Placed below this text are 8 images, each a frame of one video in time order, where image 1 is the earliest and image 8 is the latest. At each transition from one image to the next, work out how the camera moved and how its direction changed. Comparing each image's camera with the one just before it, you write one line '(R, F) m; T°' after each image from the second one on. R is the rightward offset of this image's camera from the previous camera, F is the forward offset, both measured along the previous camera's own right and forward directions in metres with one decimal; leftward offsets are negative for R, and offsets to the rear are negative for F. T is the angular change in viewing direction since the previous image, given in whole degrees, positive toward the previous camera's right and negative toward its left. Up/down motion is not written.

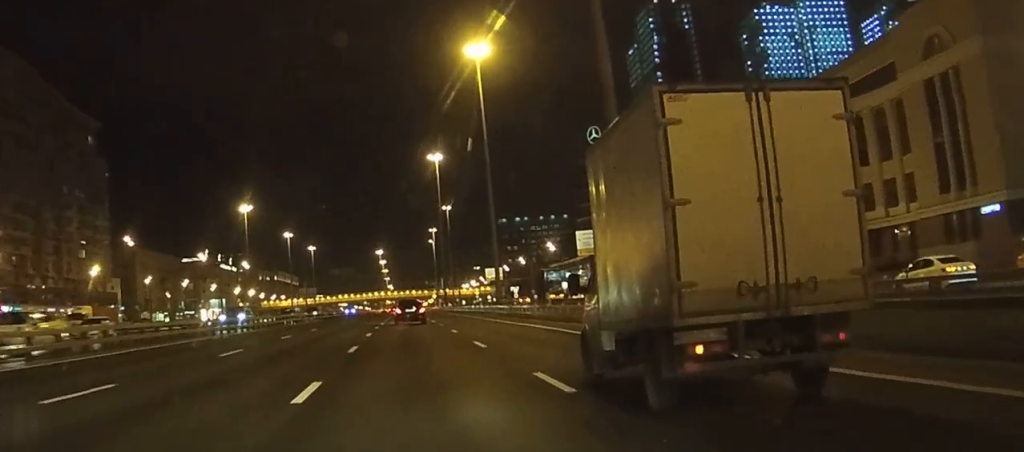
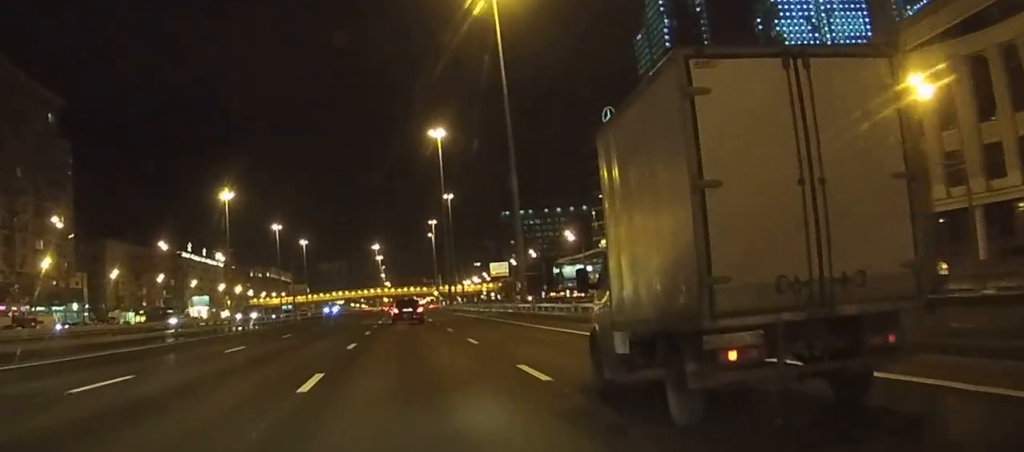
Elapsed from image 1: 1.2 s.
(0.0, +22.6) m; +1°
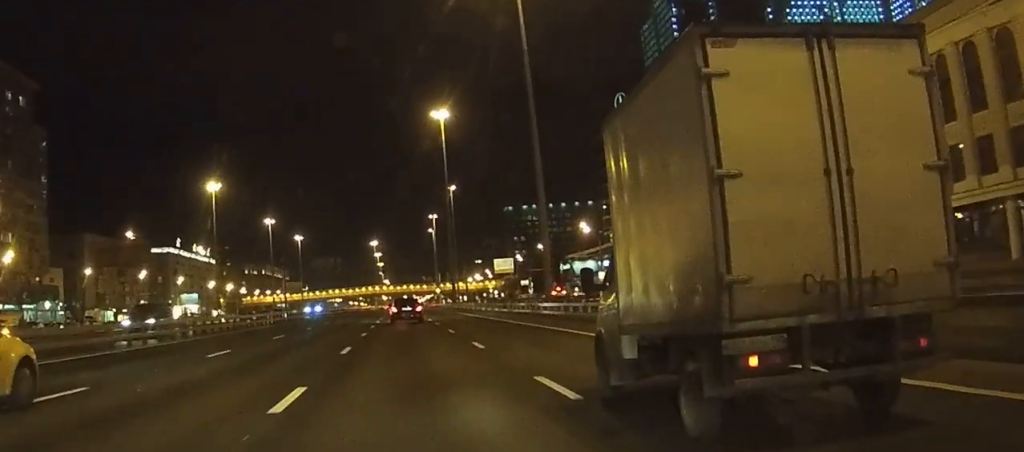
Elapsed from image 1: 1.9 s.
(+0.2, +14.2) m; +1°
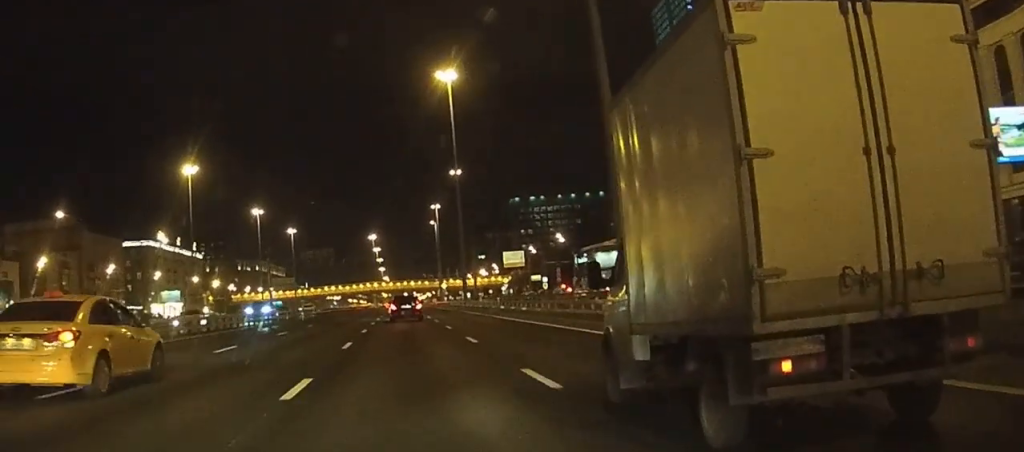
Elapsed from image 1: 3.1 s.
(+0.1, +22.6) m; 0°
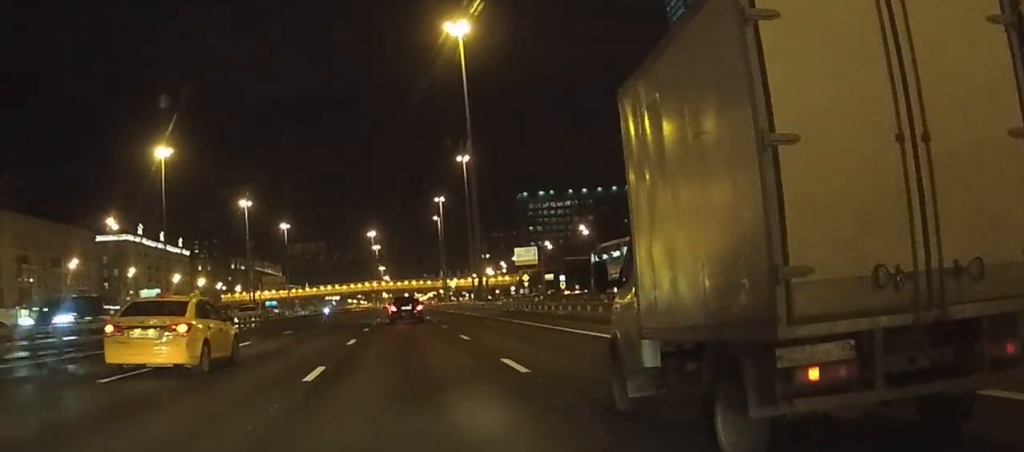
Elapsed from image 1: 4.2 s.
(0.0, +21.3) m; 0°
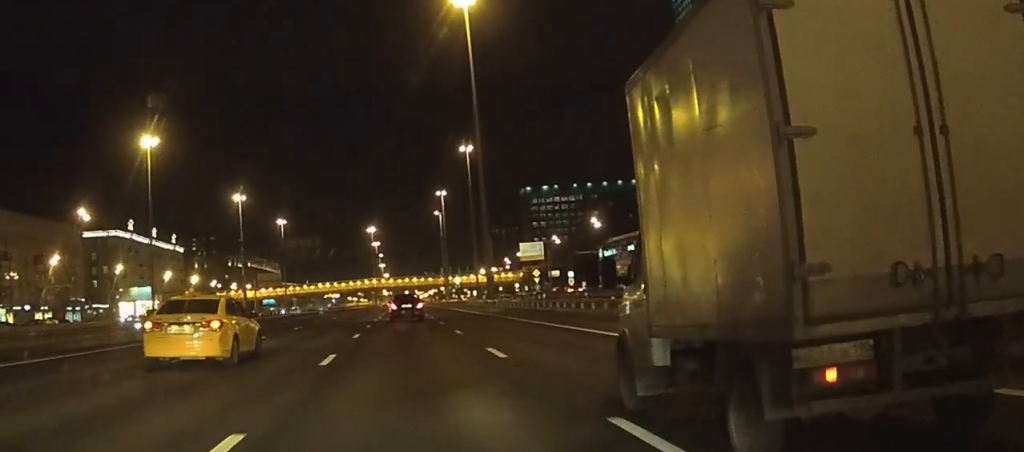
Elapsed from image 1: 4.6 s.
(-0.1, +9.0) m; -1°
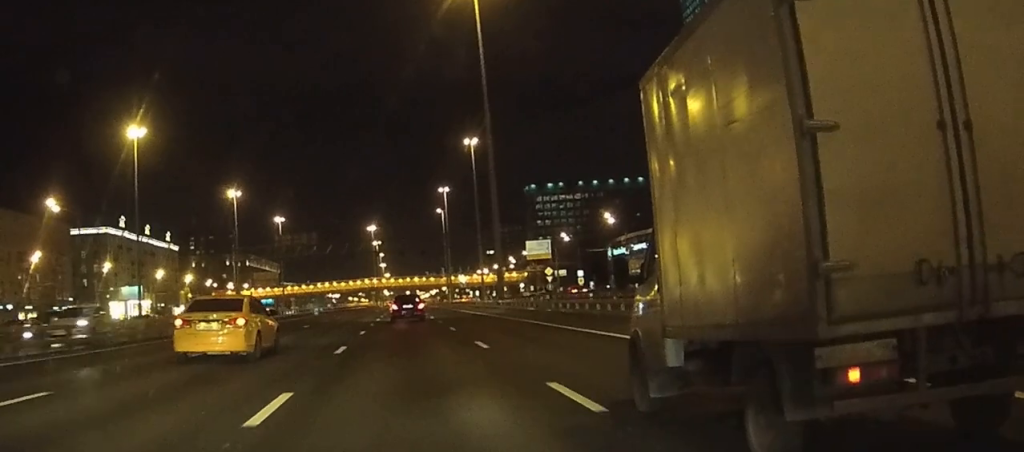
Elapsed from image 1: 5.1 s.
(0.0, +8.3) m; -1°
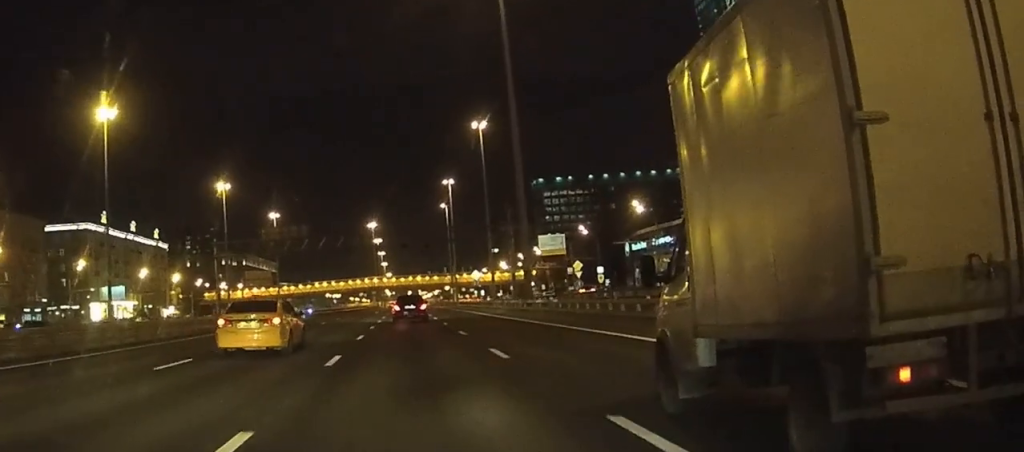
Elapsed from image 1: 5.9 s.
(-0.3, +15.3) m; -1°
